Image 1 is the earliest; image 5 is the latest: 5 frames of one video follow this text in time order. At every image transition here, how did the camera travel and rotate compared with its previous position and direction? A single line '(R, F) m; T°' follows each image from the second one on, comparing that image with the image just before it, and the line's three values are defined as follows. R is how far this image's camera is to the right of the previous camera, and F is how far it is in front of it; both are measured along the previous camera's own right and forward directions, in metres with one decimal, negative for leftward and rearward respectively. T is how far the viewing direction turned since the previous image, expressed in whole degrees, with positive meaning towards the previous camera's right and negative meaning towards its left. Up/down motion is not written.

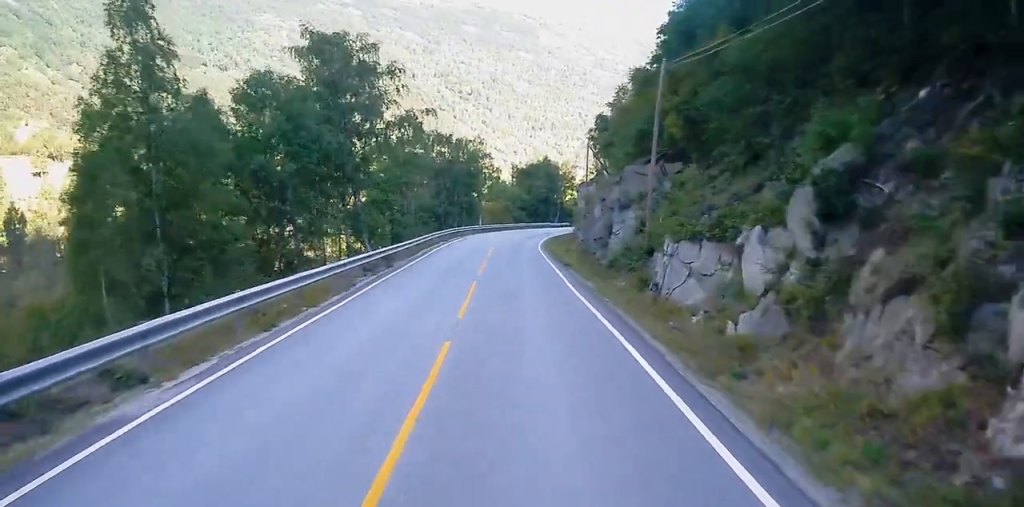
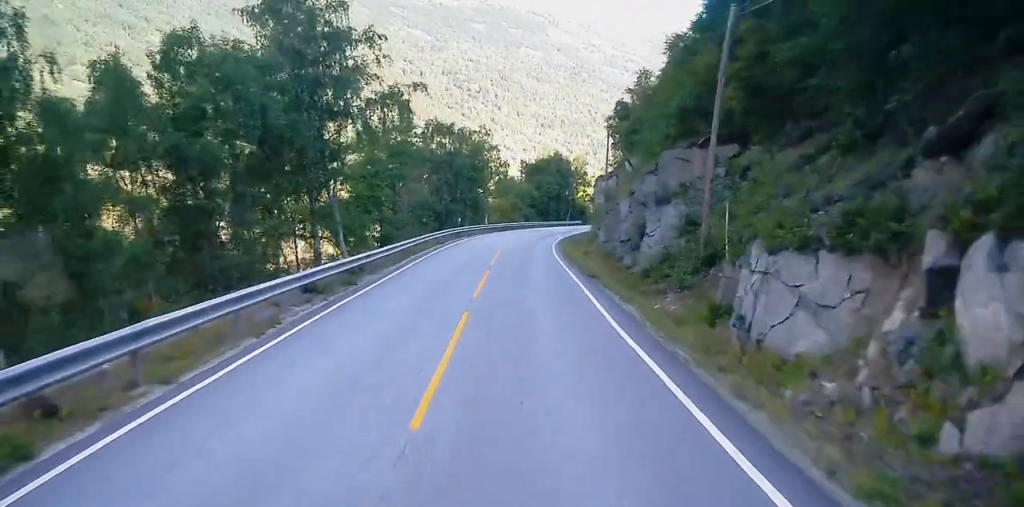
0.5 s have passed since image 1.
(-0.1, +8.7) m; -1°
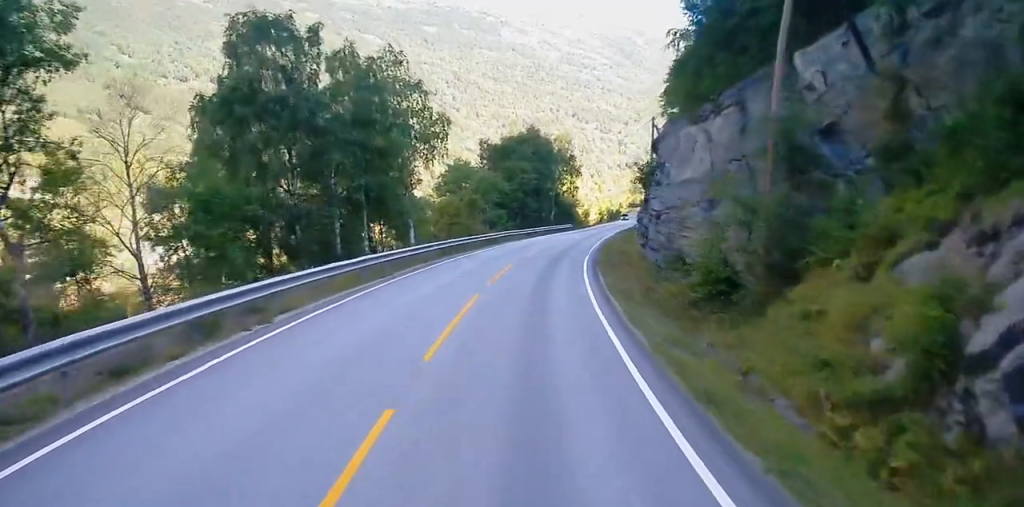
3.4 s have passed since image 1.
(0.0, +45.1) m; +3°
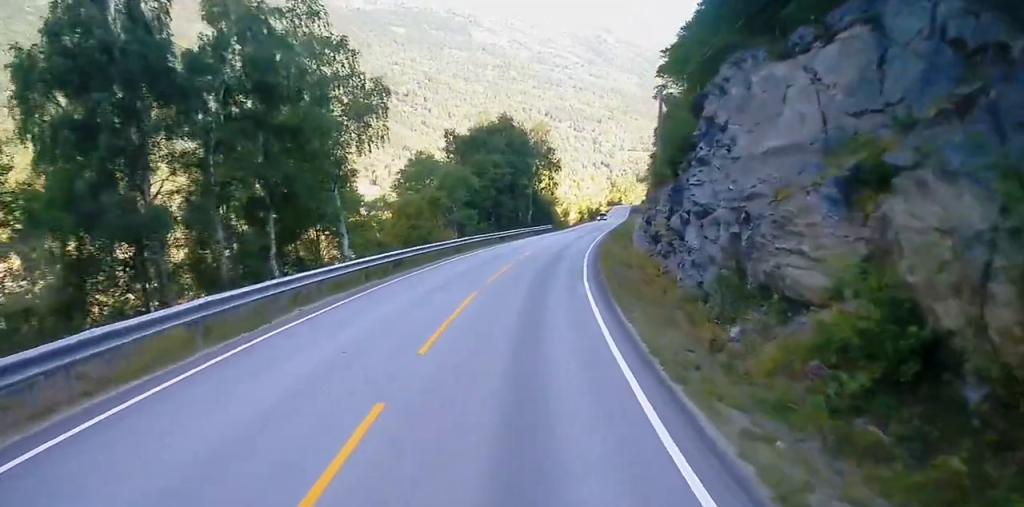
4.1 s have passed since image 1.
(+0.3, +11.5) m; +2°
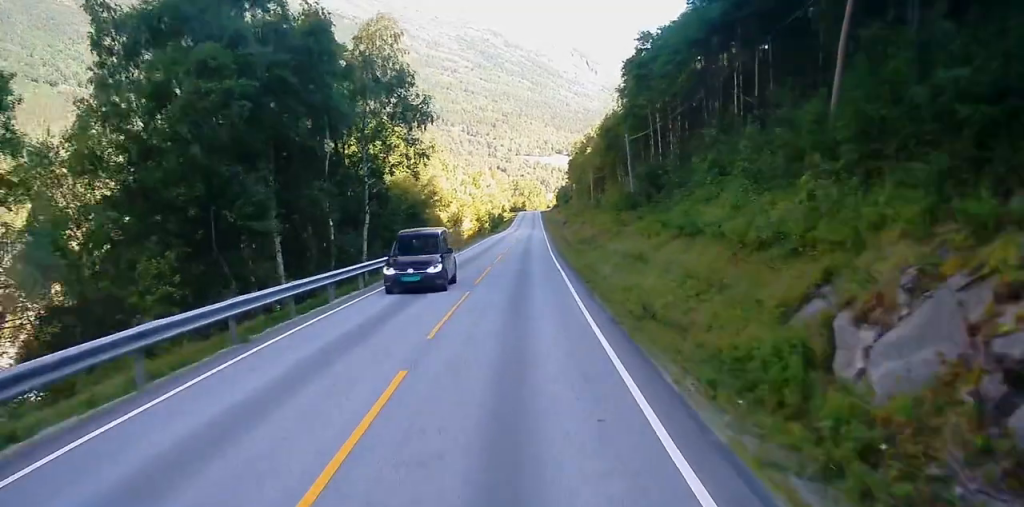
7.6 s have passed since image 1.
(+3.2, +55.2) m; +6°
